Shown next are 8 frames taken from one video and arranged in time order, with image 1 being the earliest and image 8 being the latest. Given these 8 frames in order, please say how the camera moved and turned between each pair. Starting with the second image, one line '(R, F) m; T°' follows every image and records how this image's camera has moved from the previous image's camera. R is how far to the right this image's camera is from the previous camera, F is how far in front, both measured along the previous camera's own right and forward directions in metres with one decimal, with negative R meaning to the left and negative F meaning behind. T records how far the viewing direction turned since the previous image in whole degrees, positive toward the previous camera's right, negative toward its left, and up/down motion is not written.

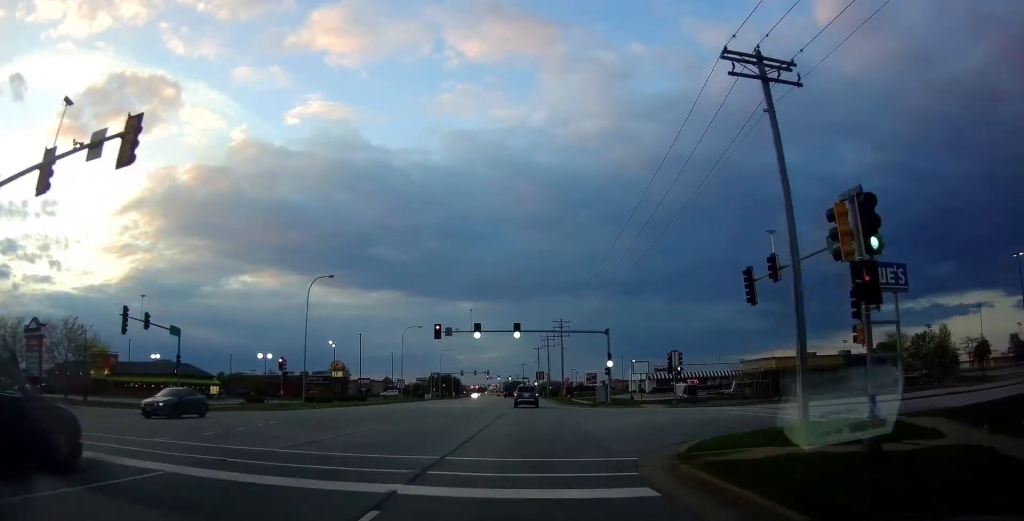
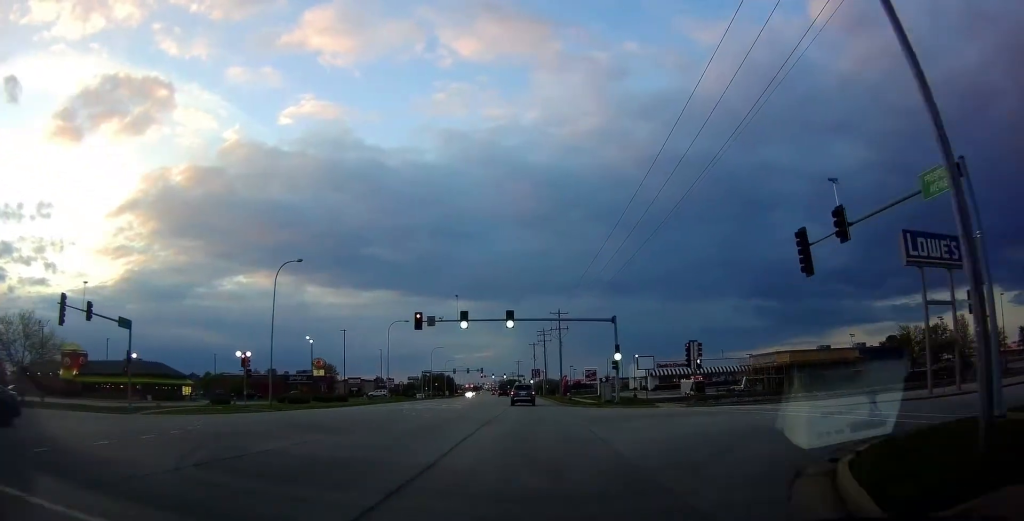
(-0.1, +6.5) m; +1°
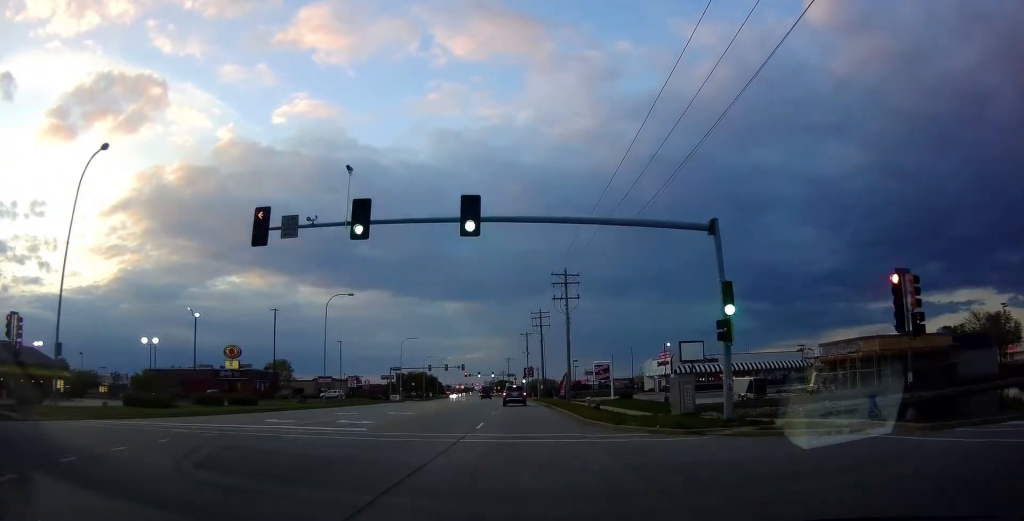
(+0.6, +26.5) m; -1°
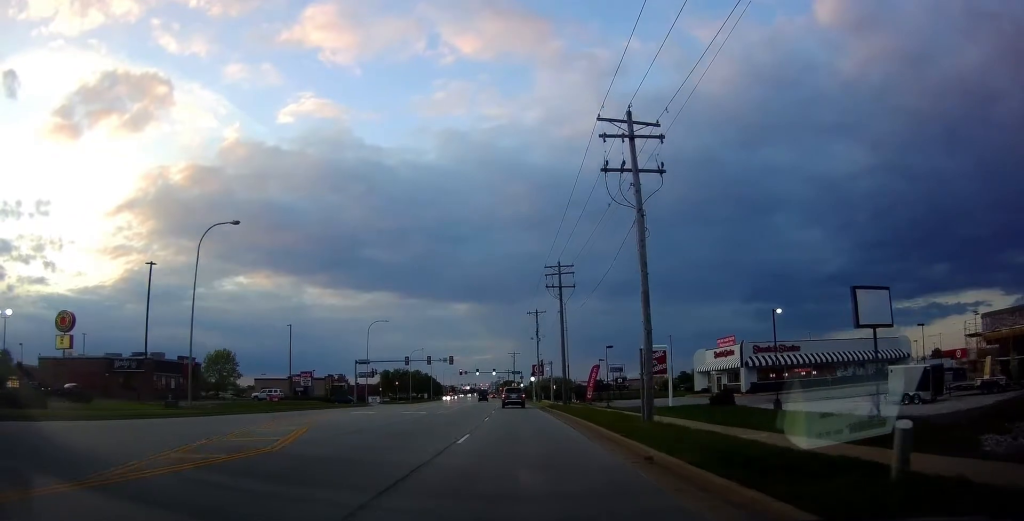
(+0.5, +29.9) m; +4°
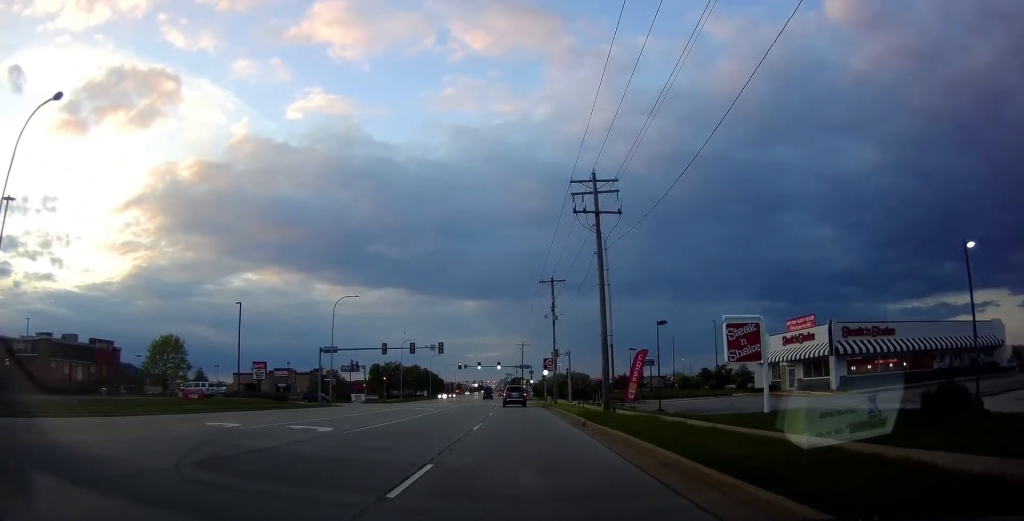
(-0.2, +20.2) m; -4°
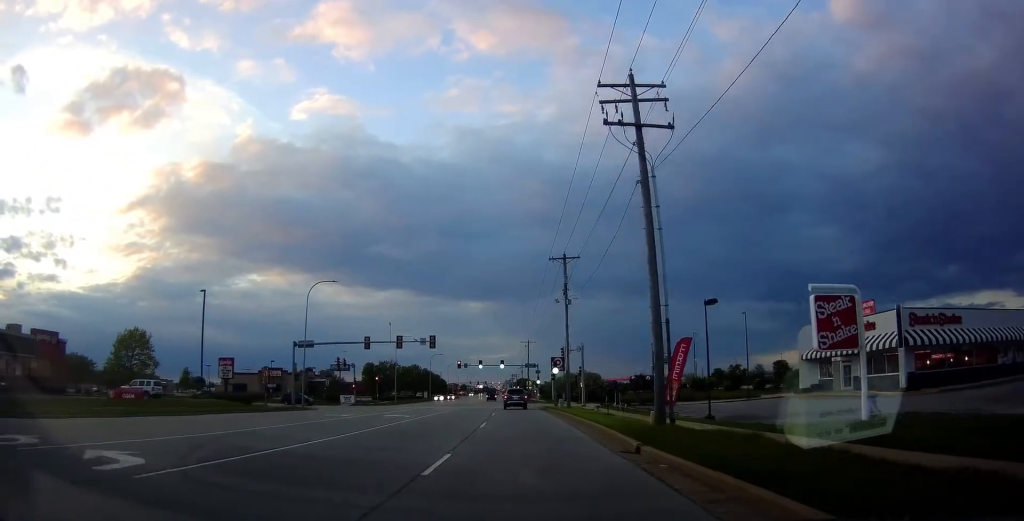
(-0.5, +10.3) m; -2°
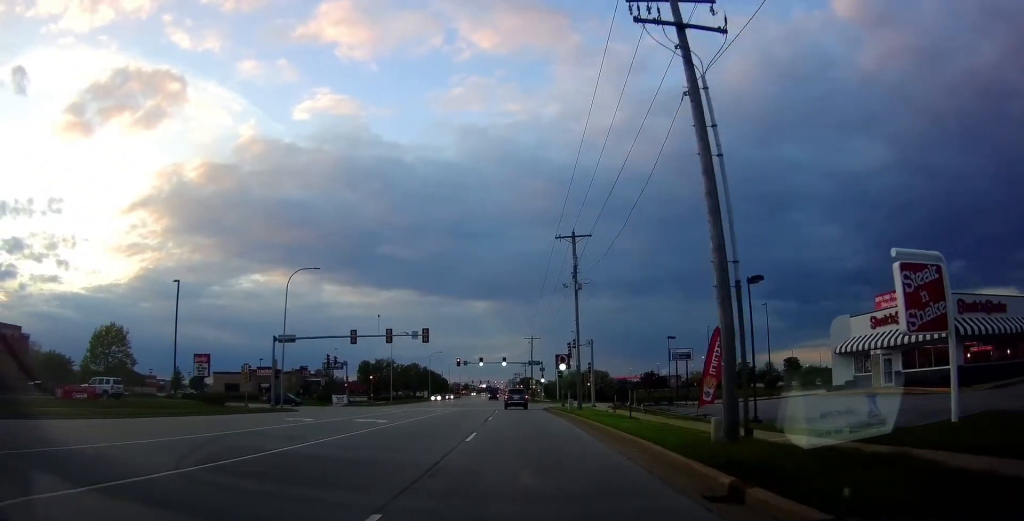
(0.0, +6.4) m; 0°
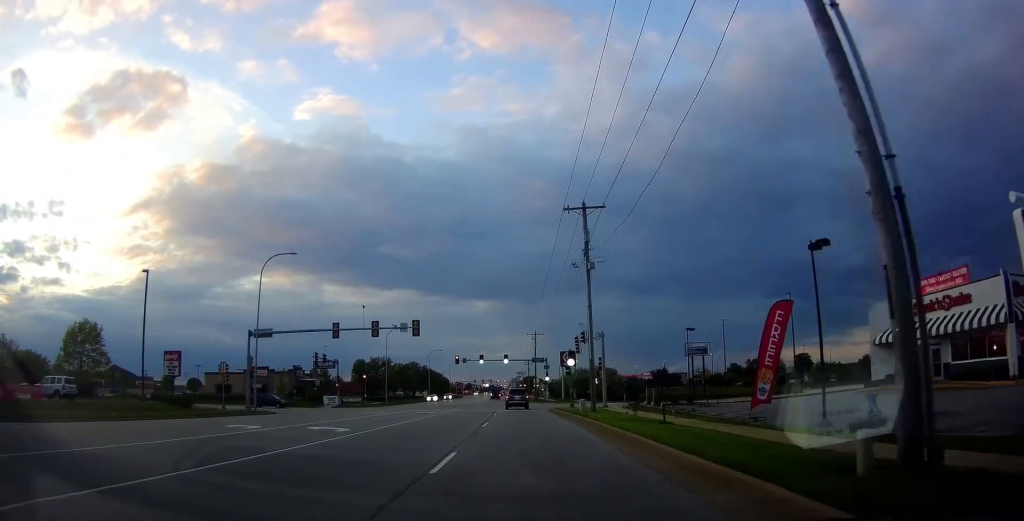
(-0.1, +5.9) m; +1°
